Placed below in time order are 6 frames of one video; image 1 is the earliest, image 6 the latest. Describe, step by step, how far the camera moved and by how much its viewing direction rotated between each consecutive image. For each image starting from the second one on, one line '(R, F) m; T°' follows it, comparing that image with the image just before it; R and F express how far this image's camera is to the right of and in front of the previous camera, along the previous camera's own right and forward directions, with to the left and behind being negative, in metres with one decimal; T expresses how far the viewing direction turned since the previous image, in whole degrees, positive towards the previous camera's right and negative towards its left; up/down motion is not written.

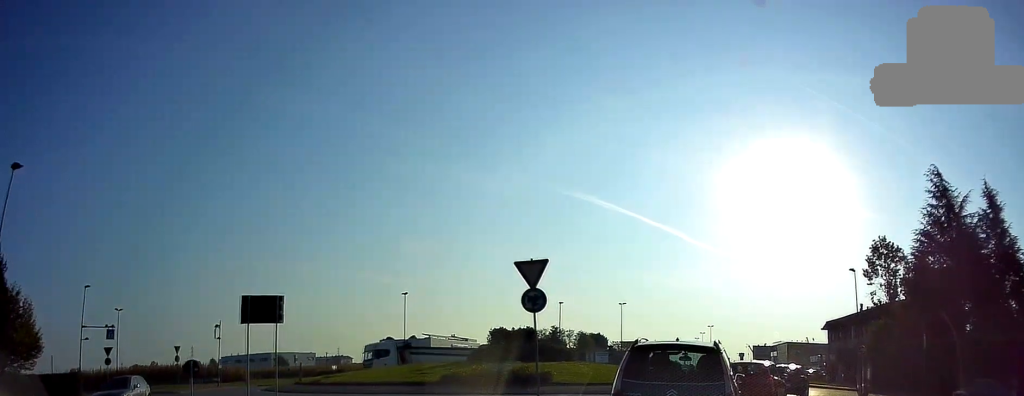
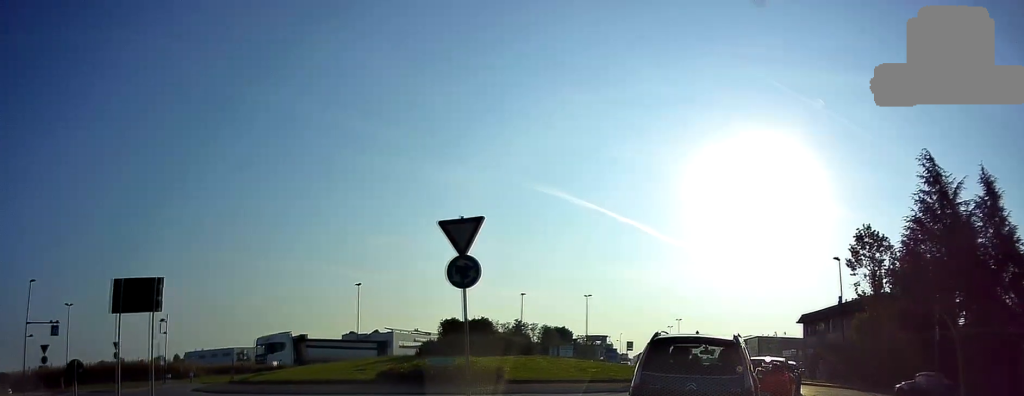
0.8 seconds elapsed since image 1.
(+0.2, +3.6) m; +3°
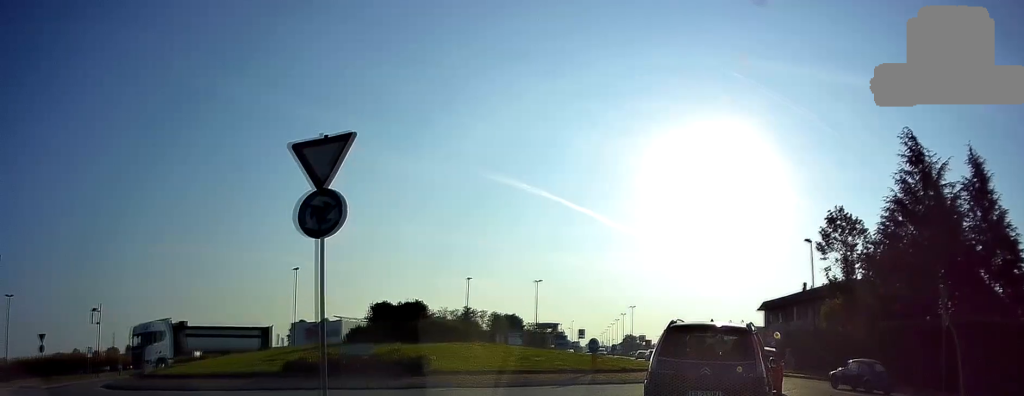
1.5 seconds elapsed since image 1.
(+0.1, +3.5) m; +1°
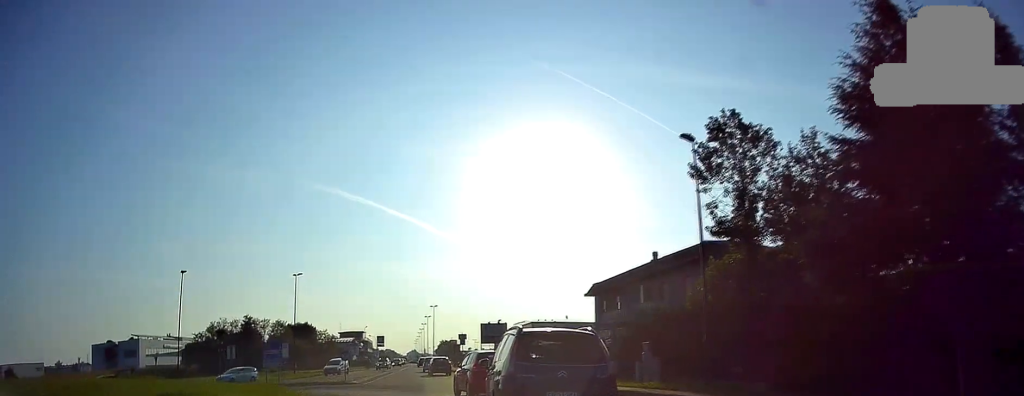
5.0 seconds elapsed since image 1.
(+4.2, +21.4) m; +18°
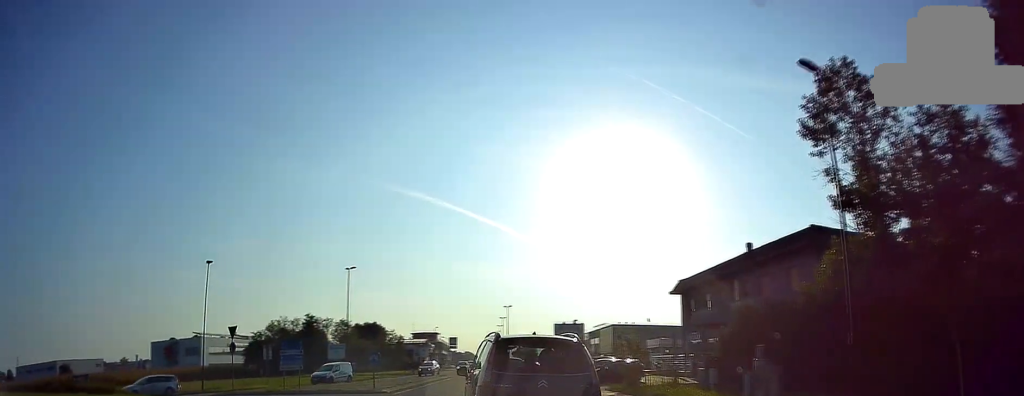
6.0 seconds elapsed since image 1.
(0.0, +7.4) m; -8°
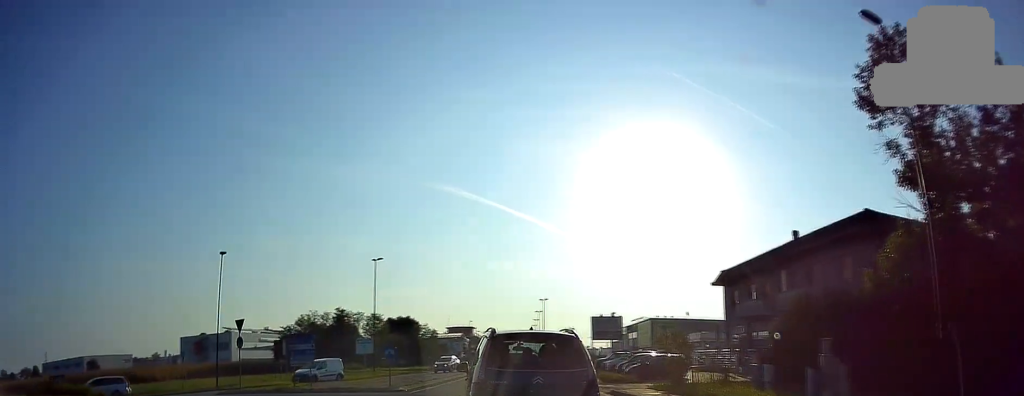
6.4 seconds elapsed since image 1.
(-0.4, +2.8) m; -4°
